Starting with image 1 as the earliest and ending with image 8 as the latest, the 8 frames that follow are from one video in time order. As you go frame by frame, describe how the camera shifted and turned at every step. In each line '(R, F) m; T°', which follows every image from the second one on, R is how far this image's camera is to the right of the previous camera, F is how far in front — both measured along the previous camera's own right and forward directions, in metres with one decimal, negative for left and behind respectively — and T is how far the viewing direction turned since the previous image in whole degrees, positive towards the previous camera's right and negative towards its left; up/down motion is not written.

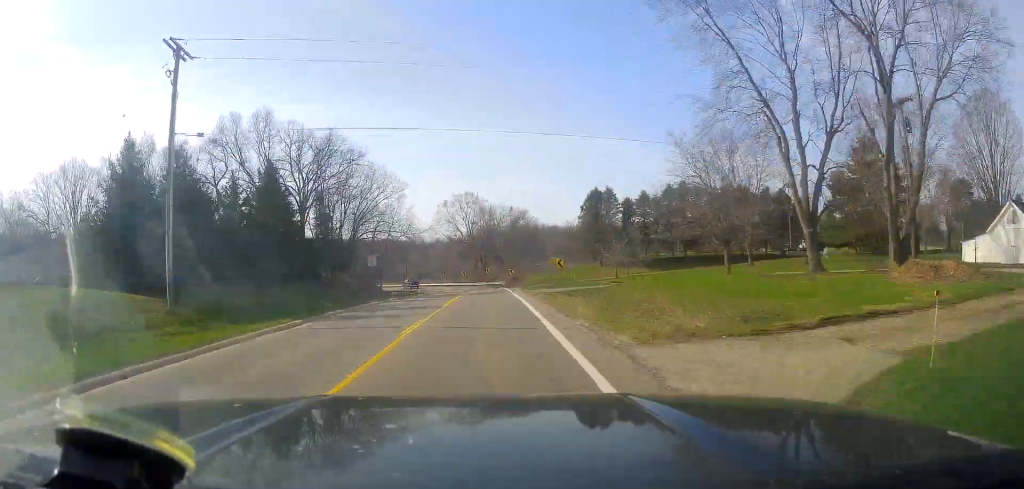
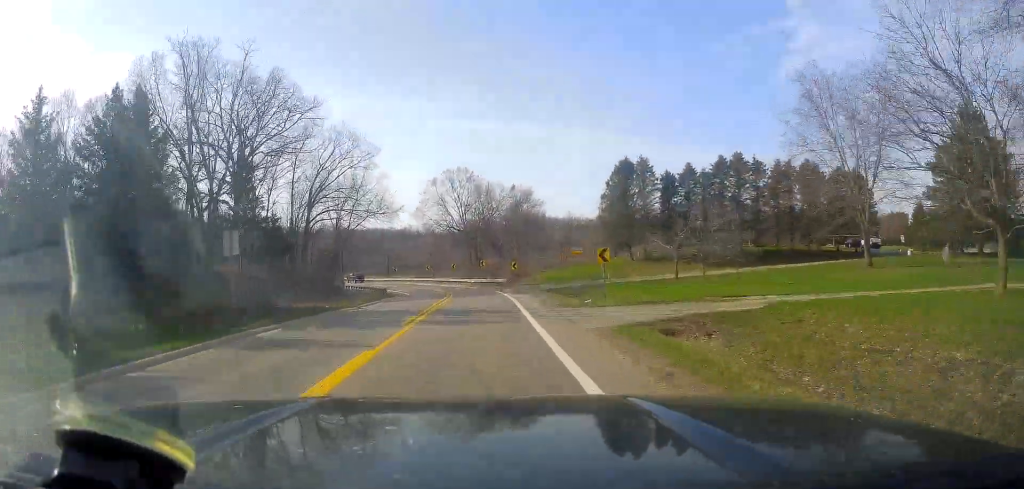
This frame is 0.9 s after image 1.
(+0.1, +21.8) m; 0°
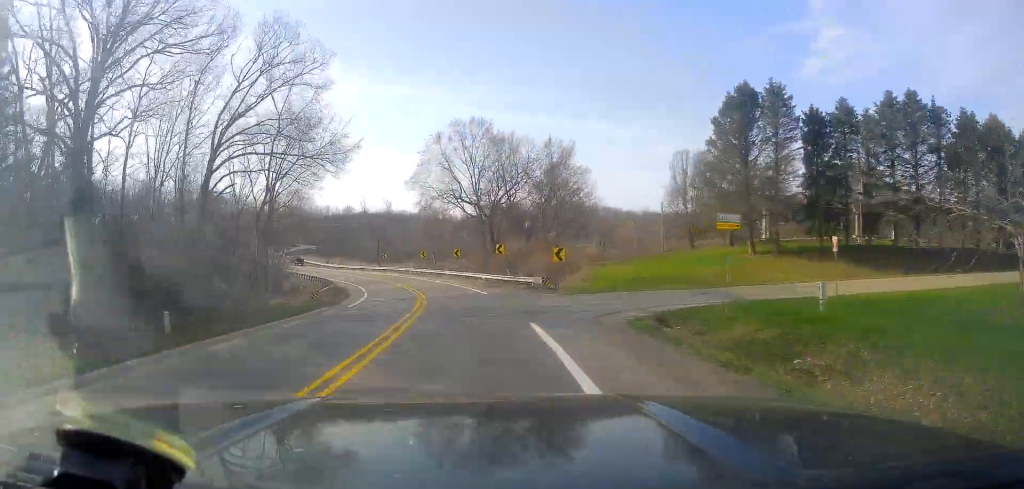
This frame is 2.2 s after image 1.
(-0.2, +29.9) m; -2°
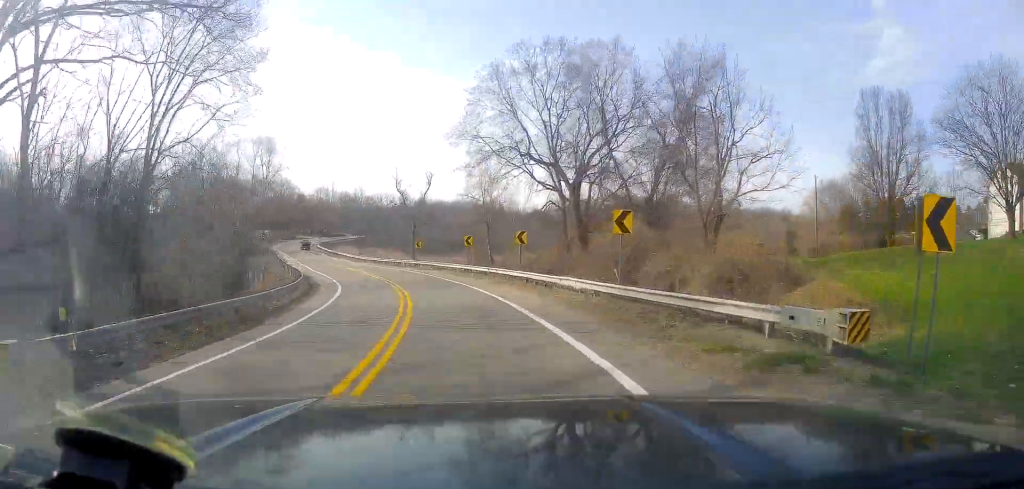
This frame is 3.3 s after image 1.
(-0.6, +26.4) m; -5°
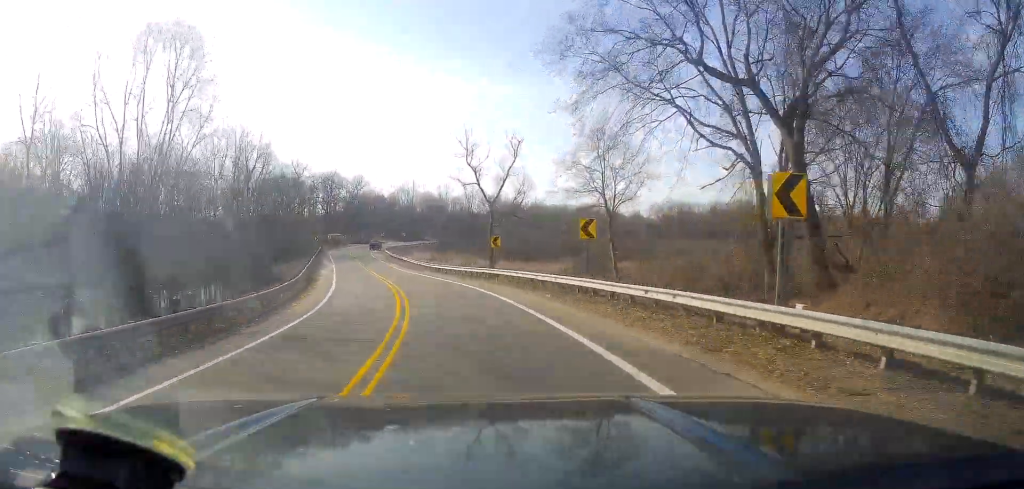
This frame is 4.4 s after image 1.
(-1.6, +23.4) m; -8°
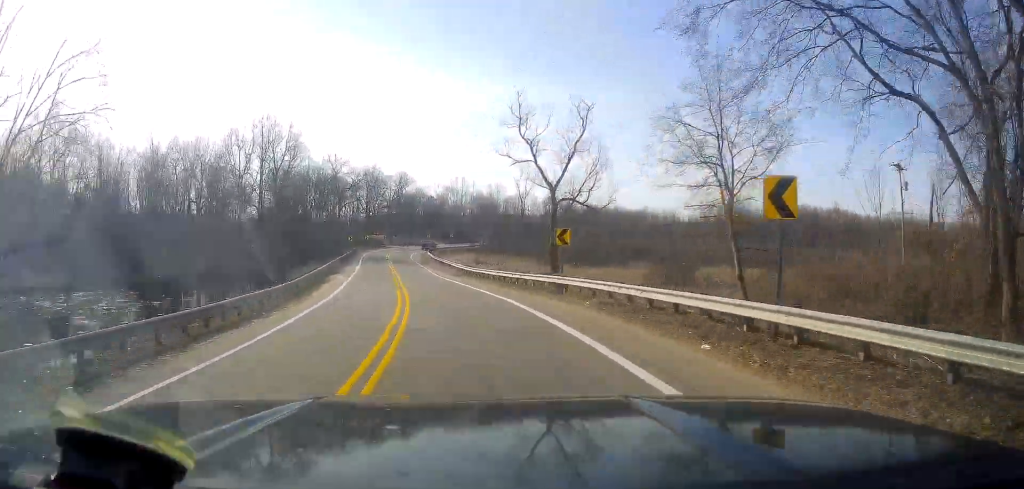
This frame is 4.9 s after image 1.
(-0.9, +12.3) m; -4°
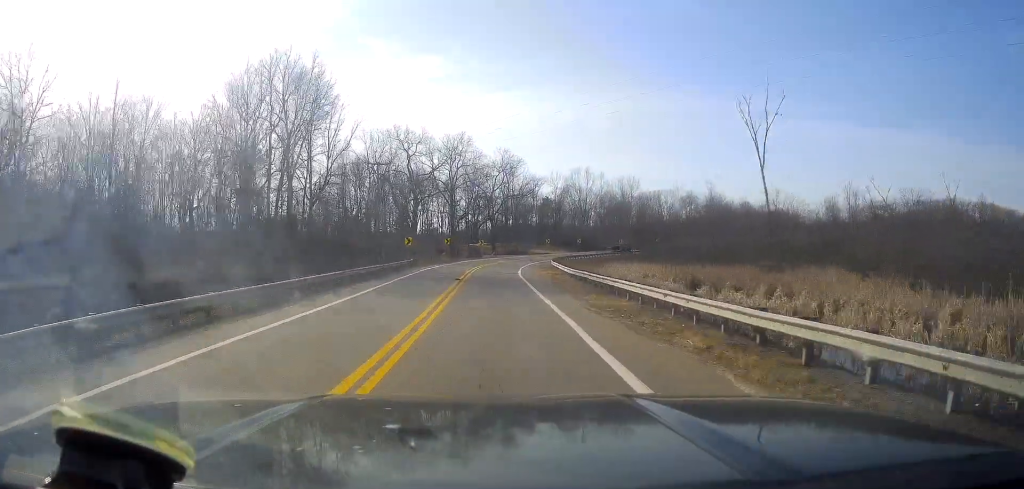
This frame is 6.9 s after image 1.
(-6.3, +47.2) m; -12°
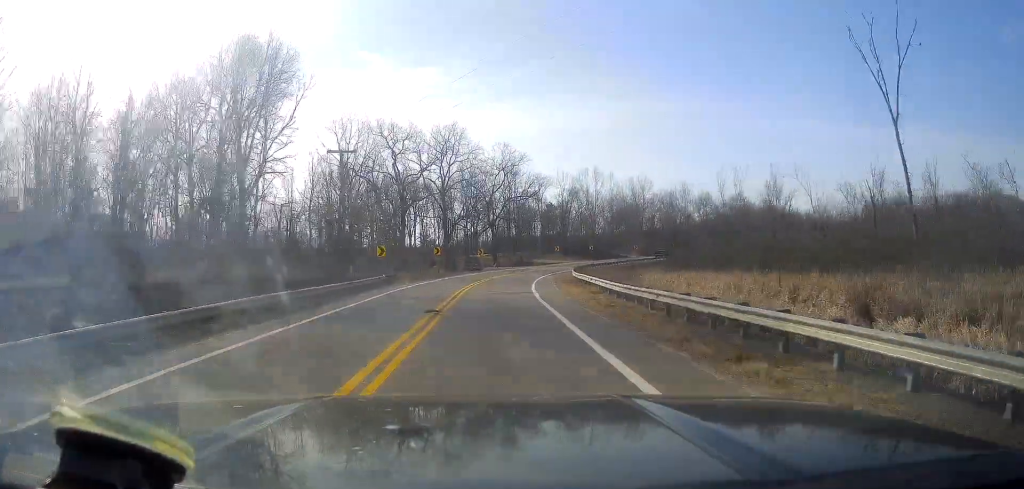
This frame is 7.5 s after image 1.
(-0.5, +14.8) m; -1°
